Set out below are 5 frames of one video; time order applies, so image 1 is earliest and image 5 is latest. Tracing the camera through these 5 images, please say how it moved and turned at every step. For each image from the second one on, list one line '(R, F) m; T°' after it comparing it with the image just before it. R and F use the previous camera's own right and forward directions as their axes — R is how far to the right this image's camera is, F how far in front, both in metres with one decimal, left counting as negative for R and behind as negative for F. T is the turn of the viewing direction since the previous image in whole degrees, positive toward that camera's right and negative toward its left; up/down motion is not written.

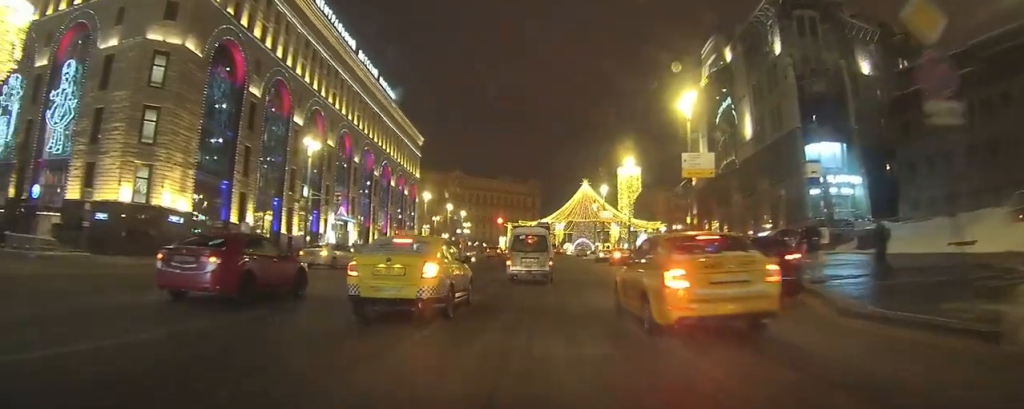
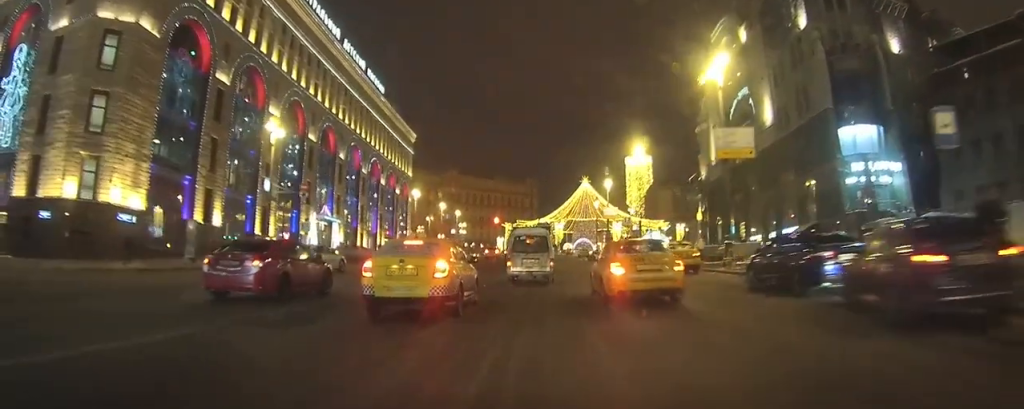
(+0.1, +8.4) m; +1°
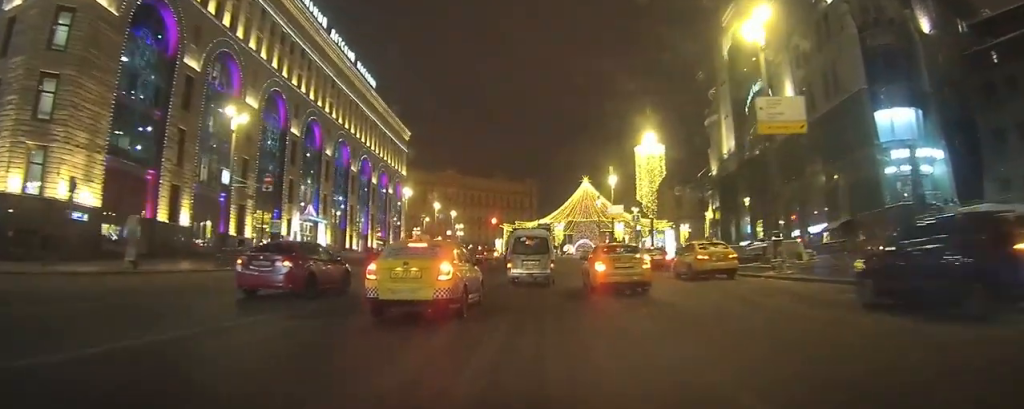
(0.0, +7.5) m; +1°
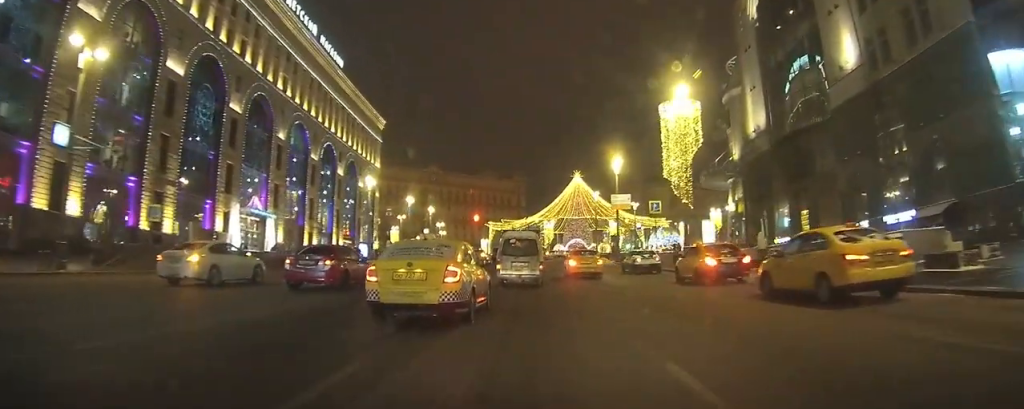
(+0.1, +18.1) m; +1°
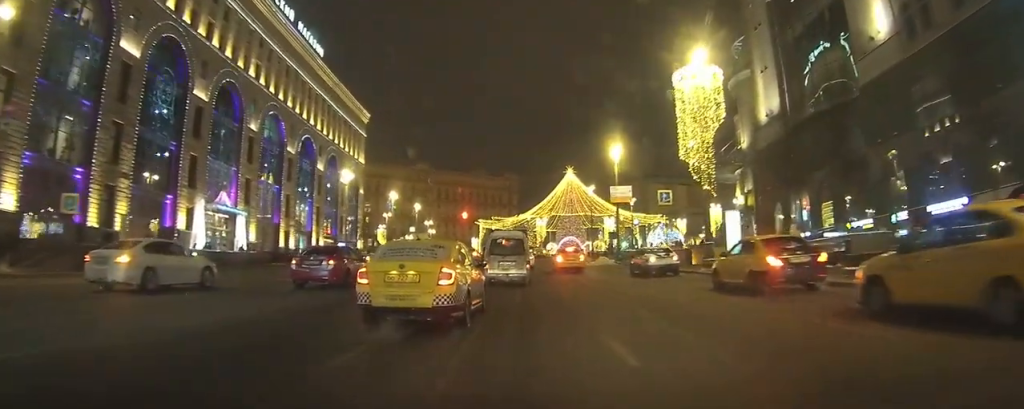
(0.0, +7.0) m; 0°
